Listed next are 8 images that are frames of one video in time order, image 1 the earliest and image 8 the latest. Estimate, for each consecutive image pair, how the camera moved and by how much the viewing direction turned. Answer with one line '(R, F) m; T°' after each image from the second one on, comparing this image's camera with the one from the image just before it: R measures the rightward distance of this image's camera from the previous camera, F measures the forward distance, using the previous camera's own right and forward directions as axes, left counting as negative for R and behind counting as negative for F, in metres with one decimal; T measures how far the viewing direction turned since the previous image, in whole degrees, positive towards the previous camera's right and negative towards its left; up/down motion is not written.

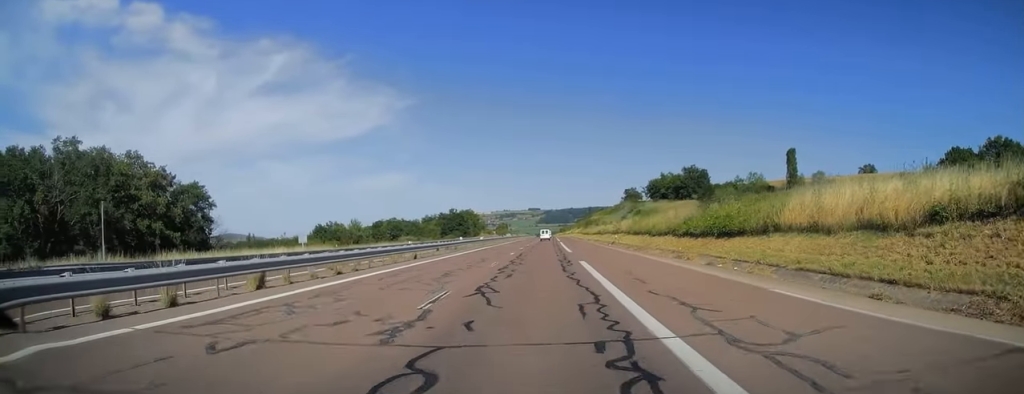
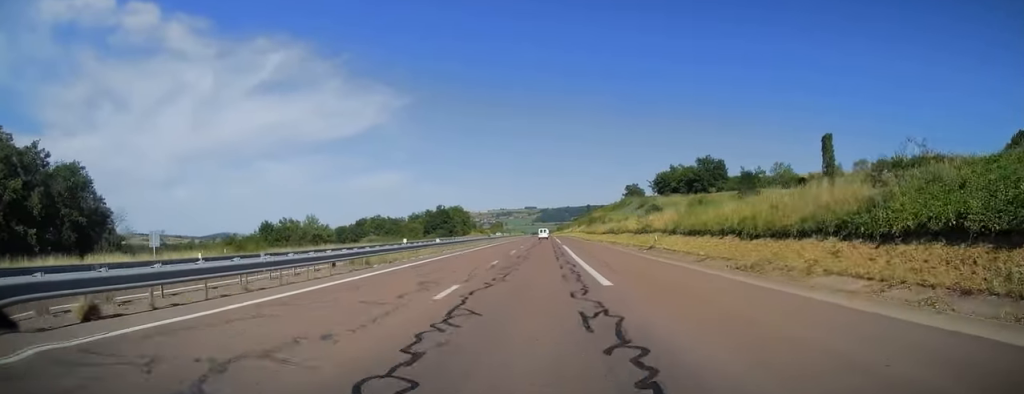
(-0.3, +24.4) m; -1°
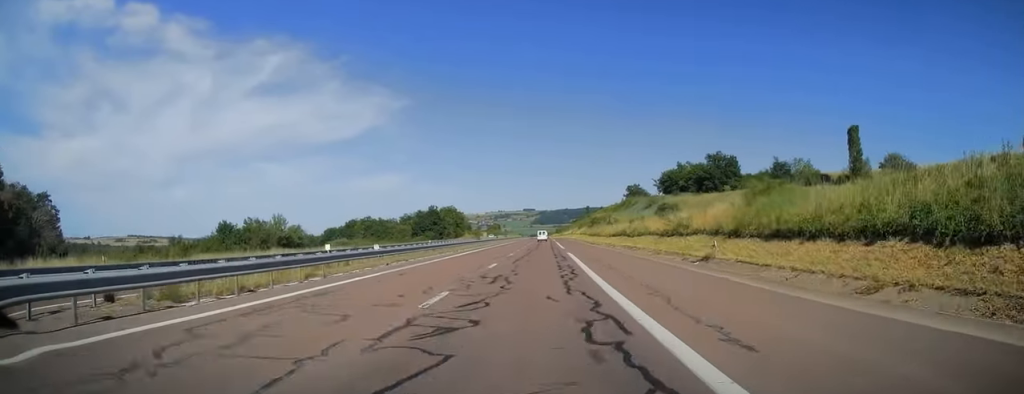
(0.0, +14.2) m; 0°
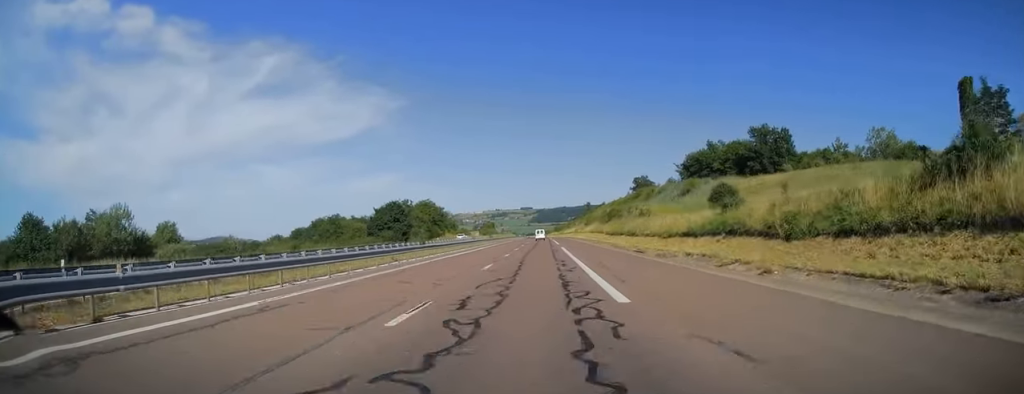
(+0.5, +41.0) m; 0°
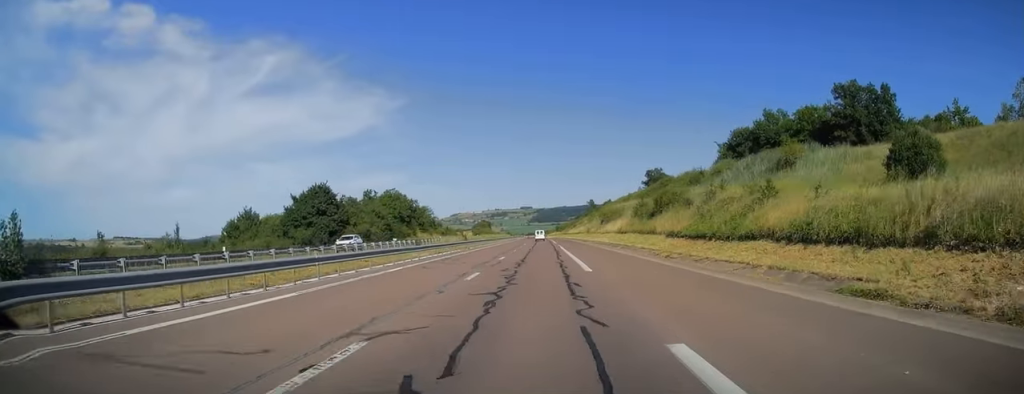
(-0.2, +43.0) m; 0°
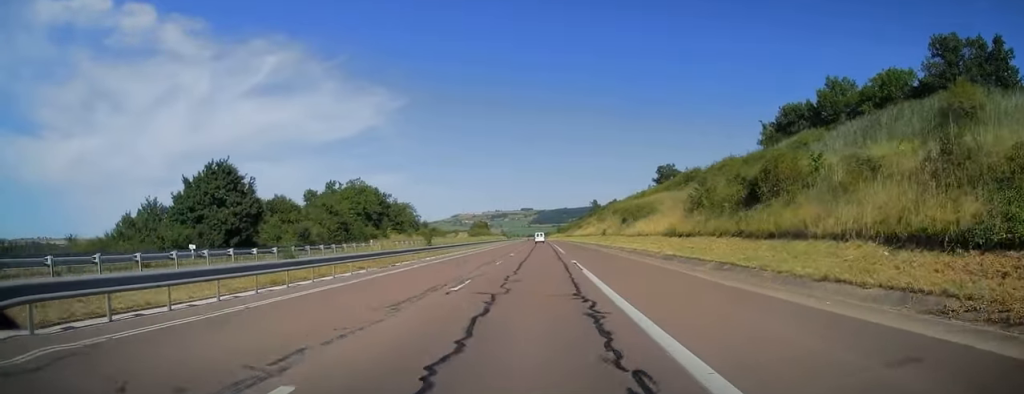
(+0.2, +28.4) m; 0°
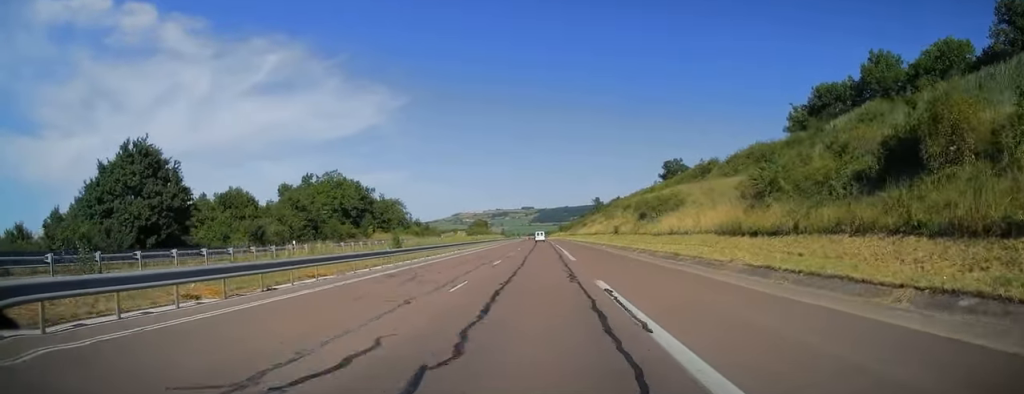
(+0.1, +13.7) m; 0°
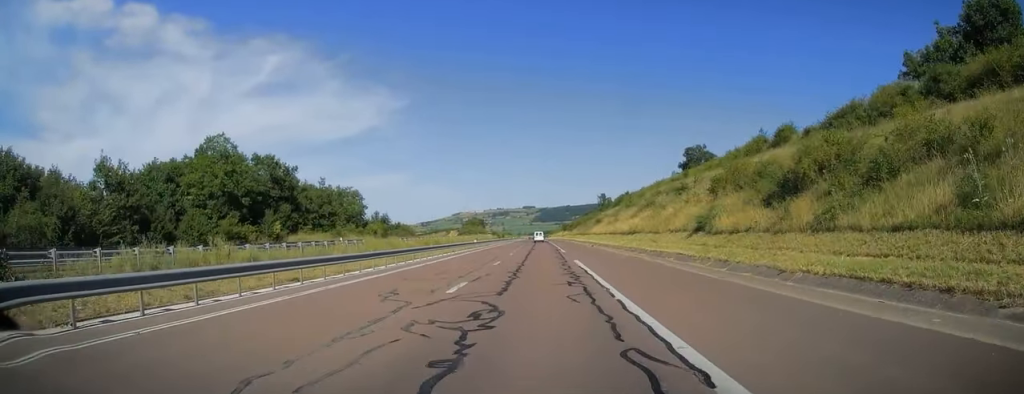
(-0.6, +39.1) m; -1°
